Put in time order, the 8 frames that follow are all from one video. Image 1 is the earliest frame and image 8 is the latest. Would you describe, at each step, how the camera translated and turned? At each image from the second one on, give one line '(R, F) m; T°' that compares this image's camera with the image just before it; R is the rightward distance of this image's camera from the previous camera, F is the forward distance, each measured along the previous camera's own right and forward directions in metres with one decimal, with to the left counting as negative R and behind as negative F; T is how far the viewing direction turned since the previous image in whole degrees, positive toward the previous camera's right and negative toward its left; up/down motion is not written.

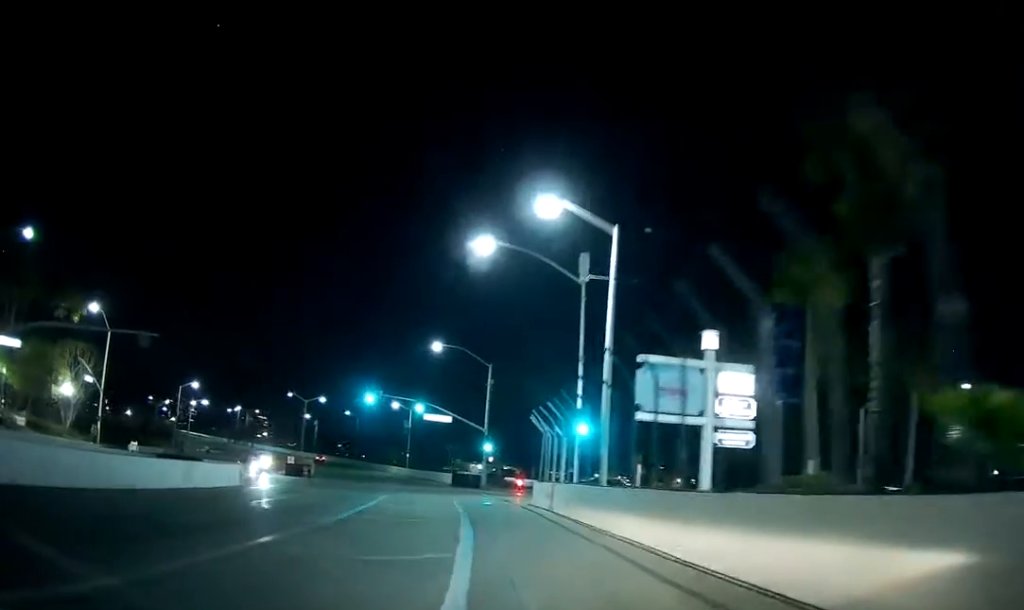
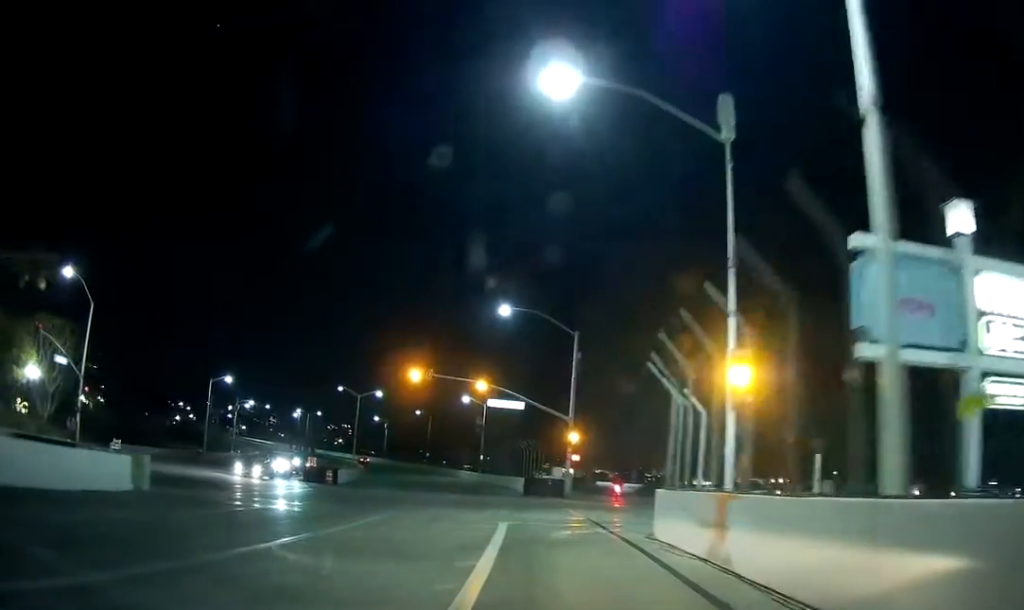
(-1.1, +17.0) m; -5°
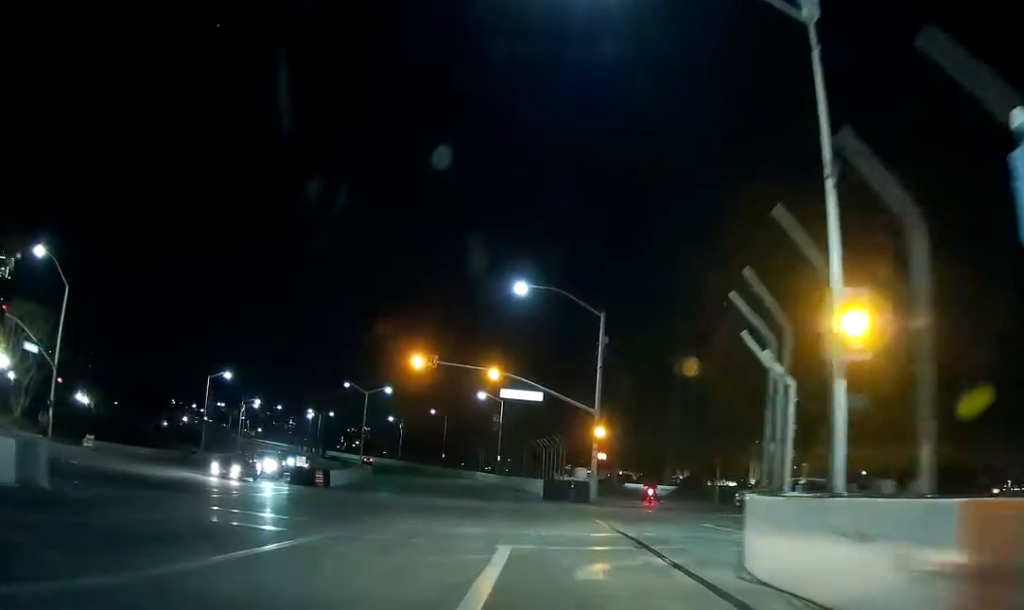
(0.0, +7.1) m; -1°
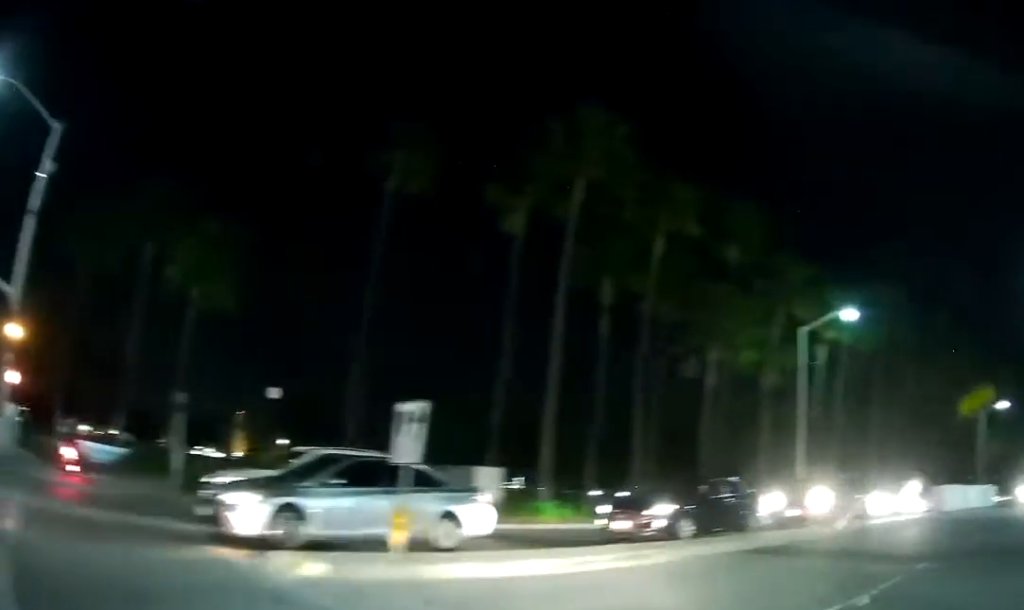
(+2.9, +22.7) m; +38°
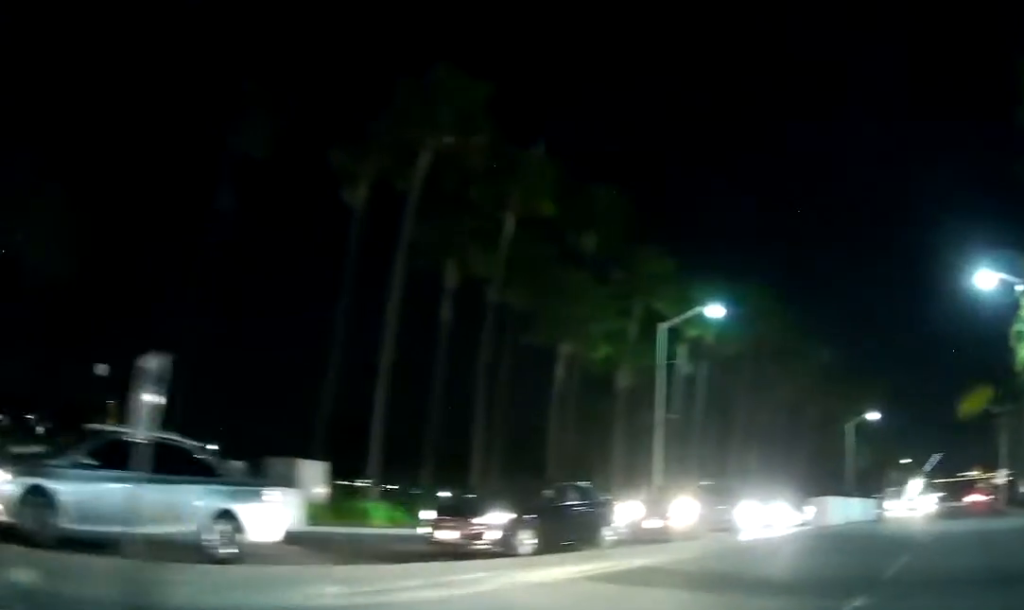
(0.0, +3.0) m; +13°
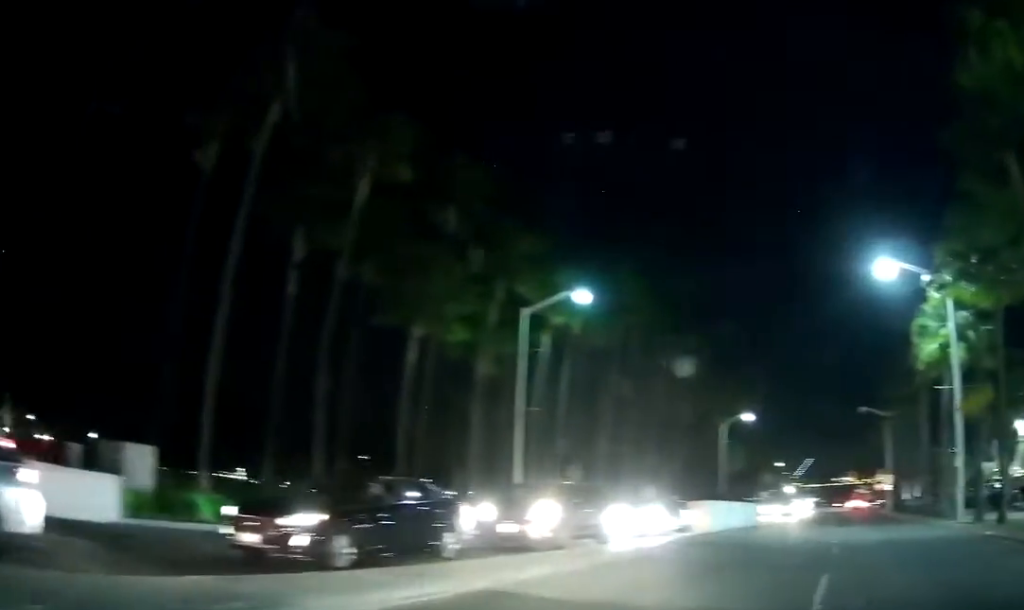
(+0.8, +2.7) m; +10°
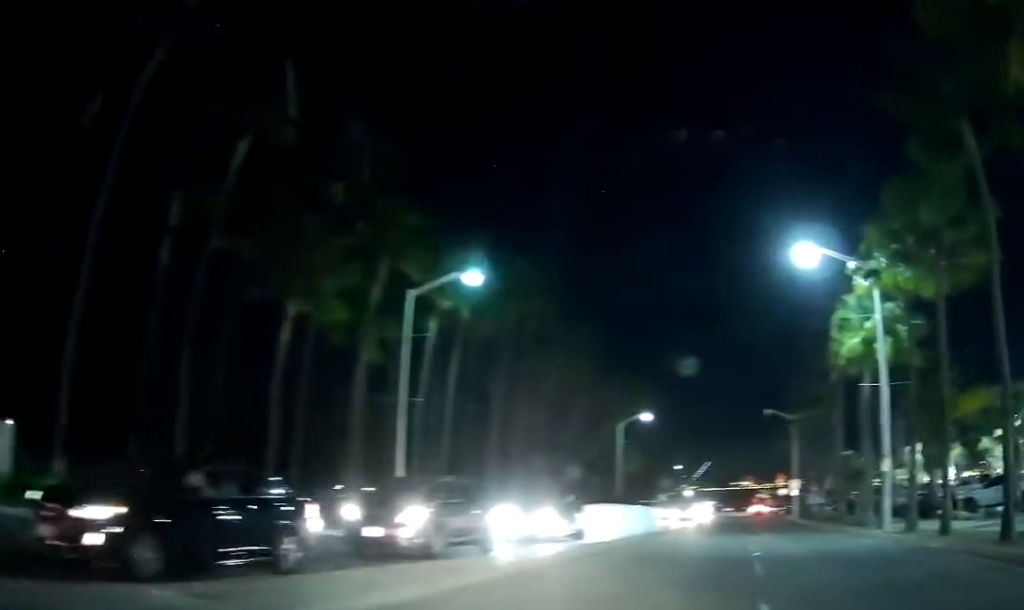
(+0.3, +2.8) m; +10°
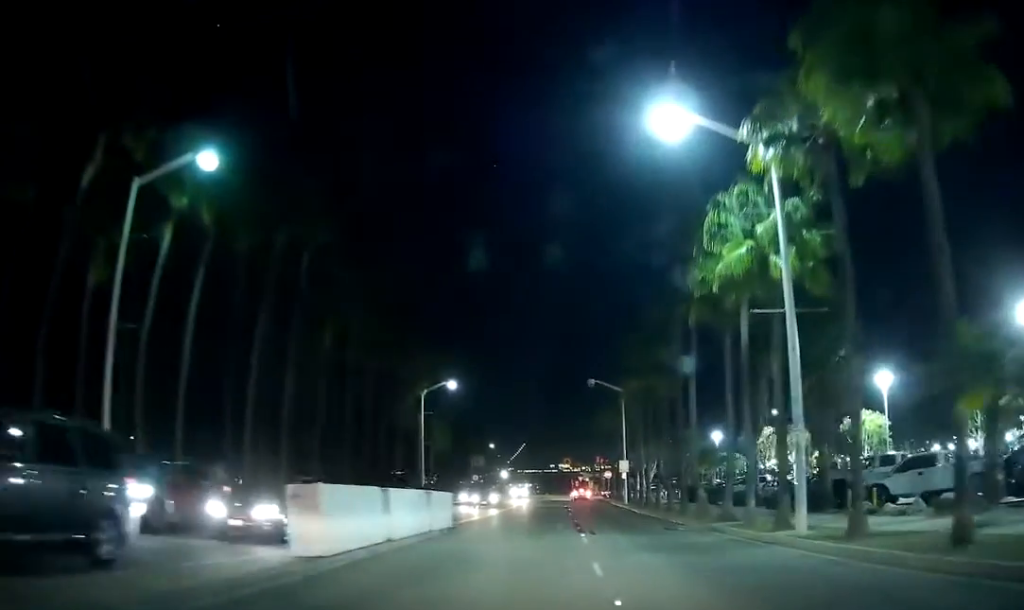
(+1.2, +9.3) m; +8°
